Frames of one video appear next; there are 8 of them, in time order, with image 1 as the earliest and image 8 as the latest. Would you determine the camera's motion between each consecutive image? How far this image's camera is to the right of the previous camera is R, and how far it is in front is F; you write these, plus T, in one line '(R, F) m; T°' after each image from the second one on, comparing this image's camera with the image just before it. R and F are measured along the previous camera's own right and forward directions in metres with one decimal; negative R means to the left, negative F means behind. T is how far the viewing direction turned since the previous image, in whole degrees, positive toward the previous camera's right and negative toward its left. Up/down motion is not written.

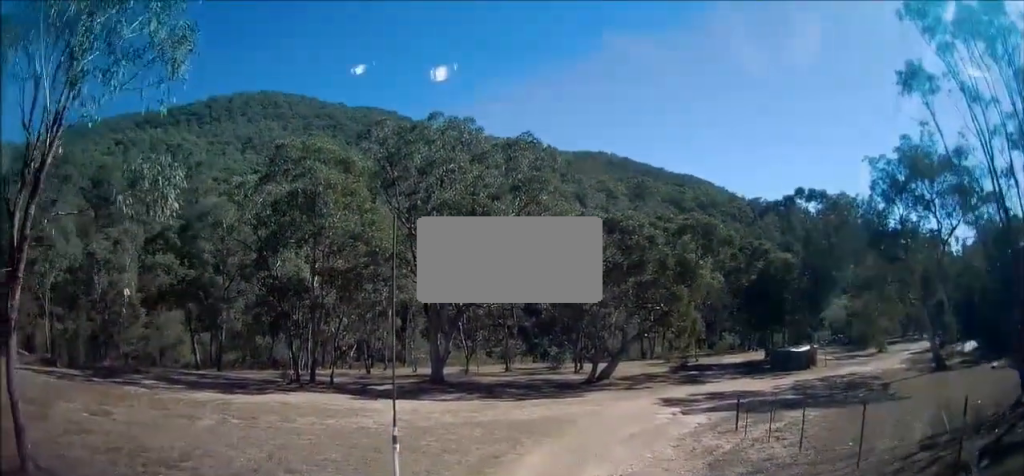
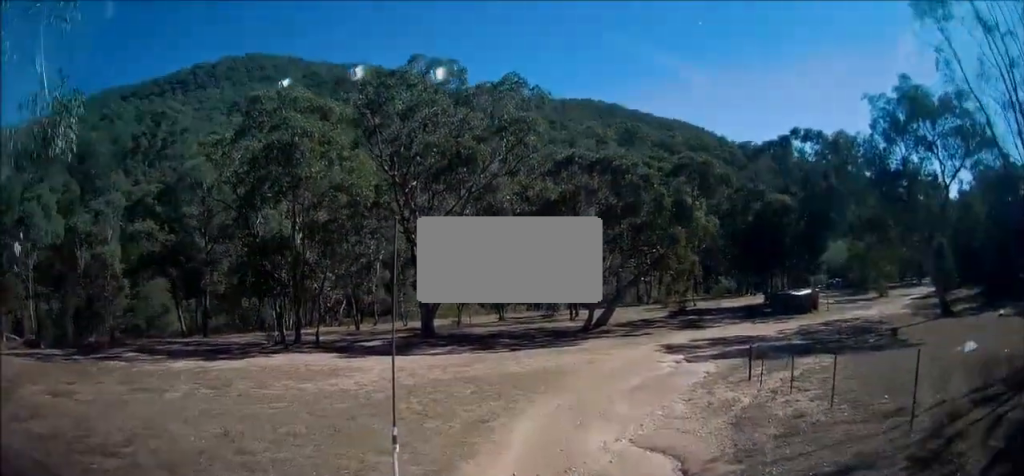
(+0.1, +2.4) m; 0°
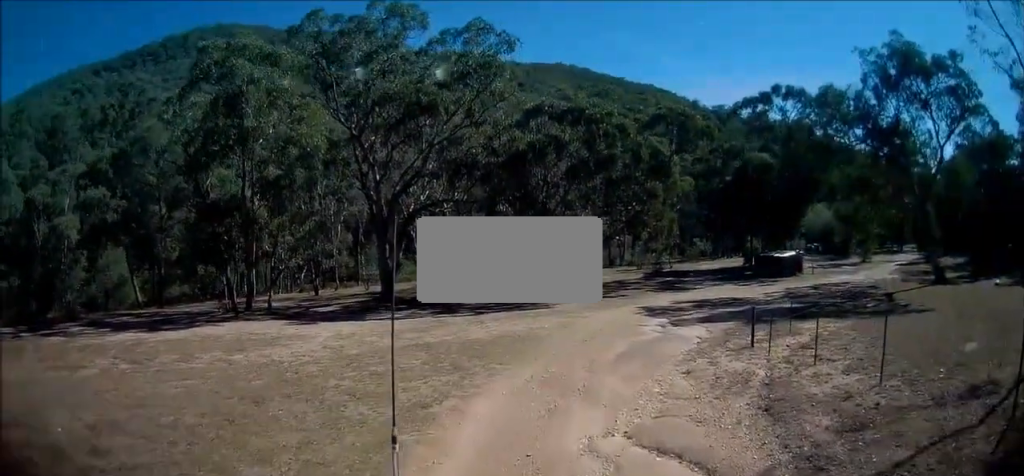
(-0.1, +3.7) m; +3°
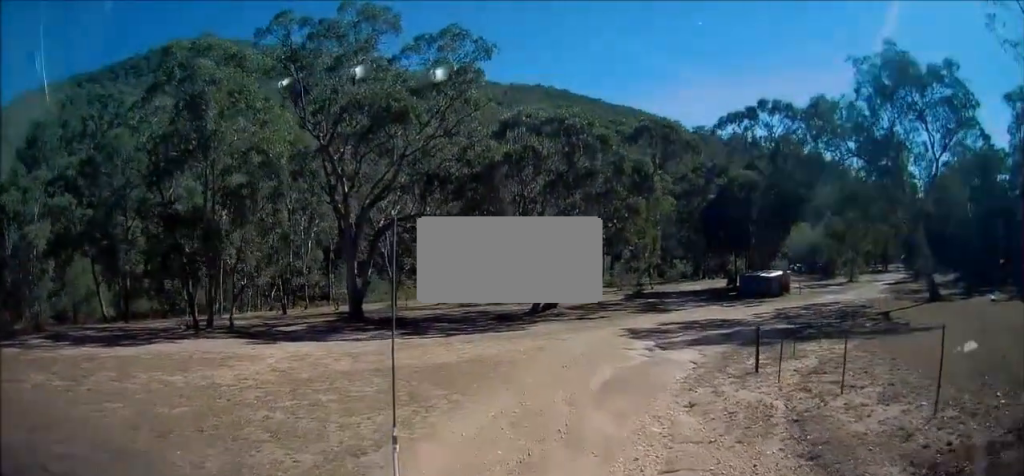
(+0.2, +2.5) m; +3°
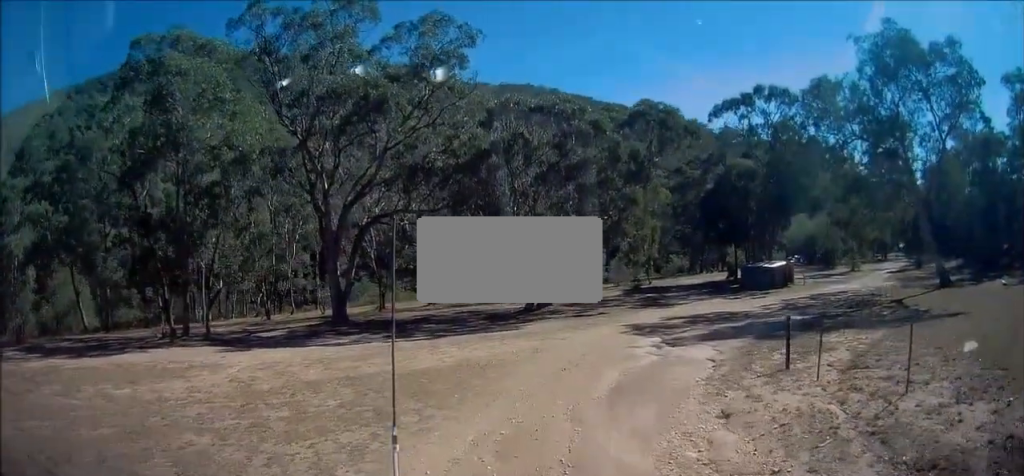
(+0.1, +2.5) m; +3°
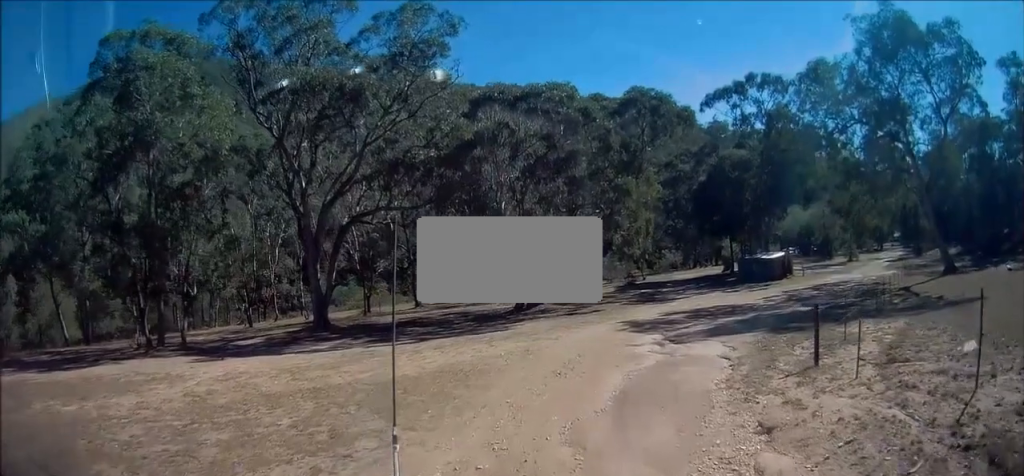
(0.0, +2.1) m; +2°
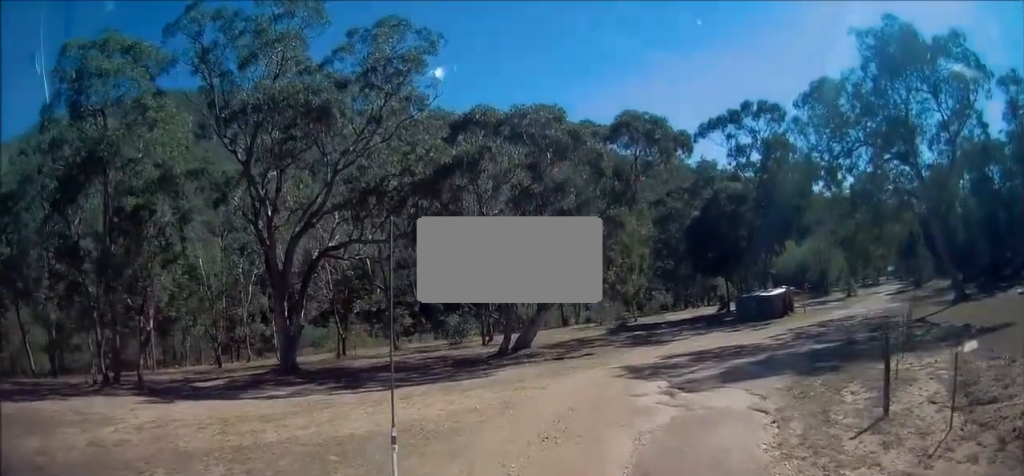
(+0.1, +3.2) m; +1°
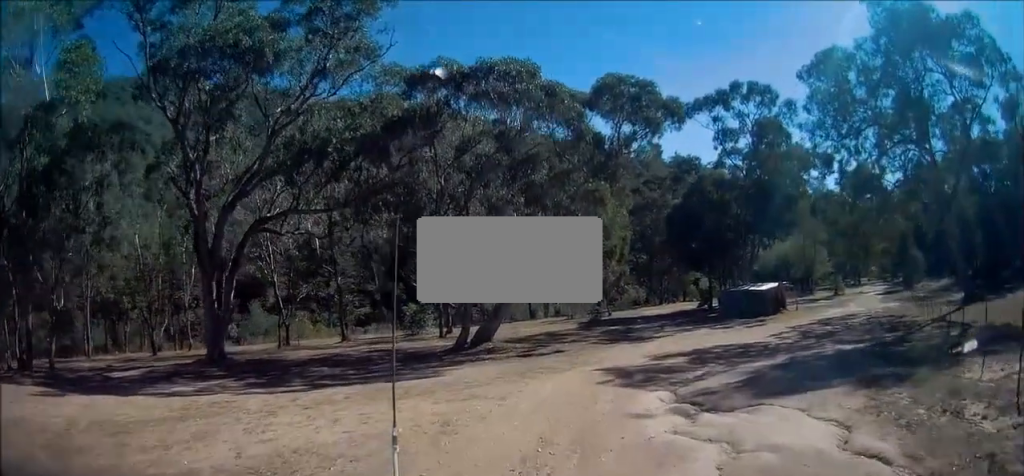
(0.0, +5.3) m; +3°
